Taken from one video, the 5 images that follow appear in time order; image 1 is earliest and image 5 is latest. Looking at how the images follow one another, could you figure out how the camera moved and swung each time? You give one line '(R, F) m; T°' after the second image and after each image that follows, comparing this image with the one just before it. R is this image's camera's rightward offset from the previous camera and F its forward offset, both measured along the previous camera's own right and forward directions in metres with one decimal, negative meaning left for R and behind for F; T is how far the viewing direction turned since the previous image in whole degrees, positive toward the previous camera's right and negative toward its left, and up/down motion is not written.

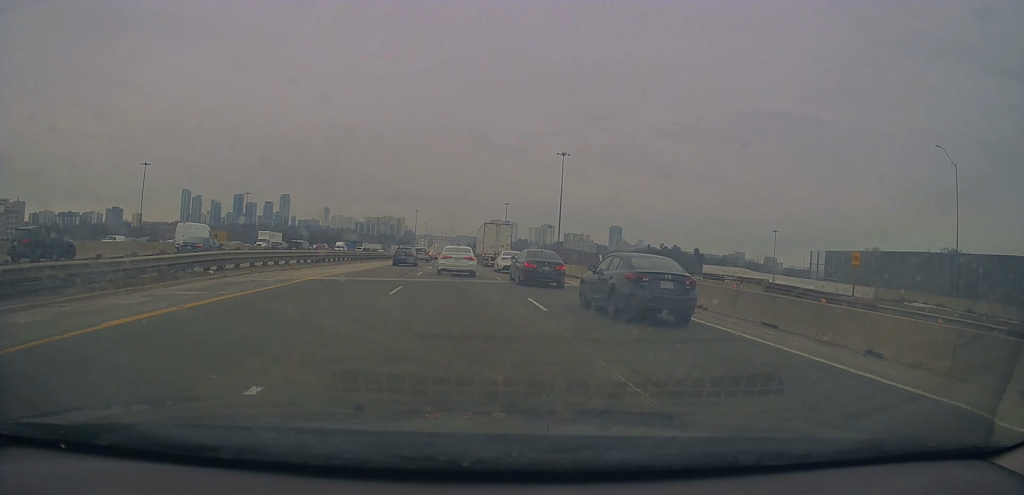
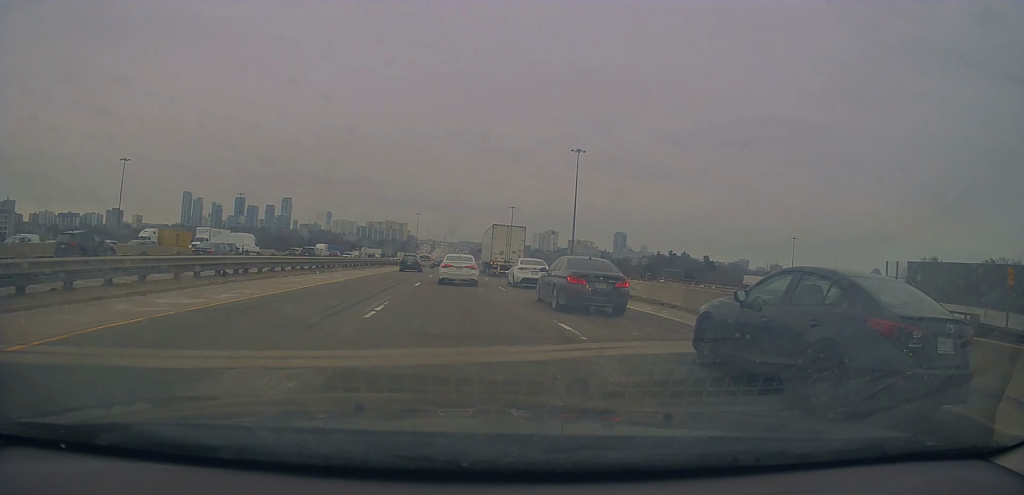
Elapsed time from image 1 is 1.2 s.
(-0.1, +16.3) m; 0°
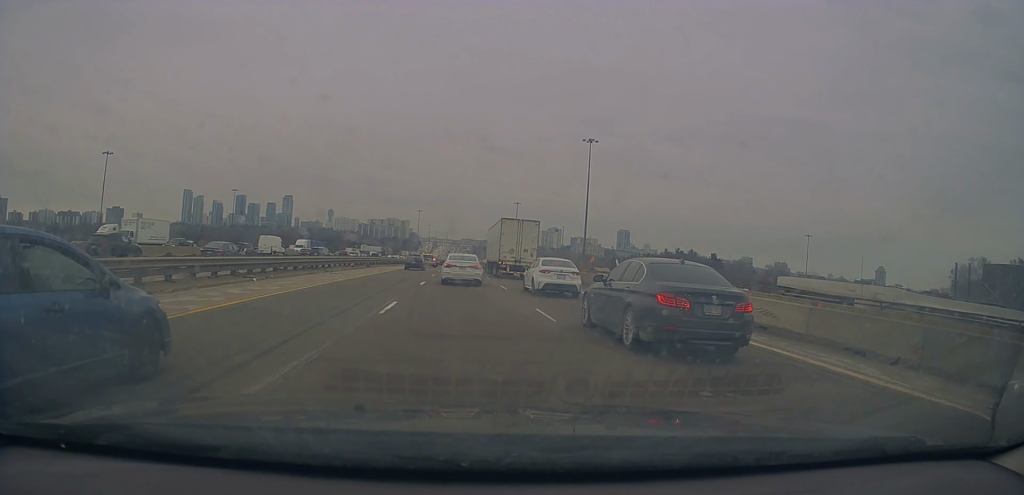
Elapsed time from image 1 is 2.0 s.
(0.0, +10.8) m; +2°
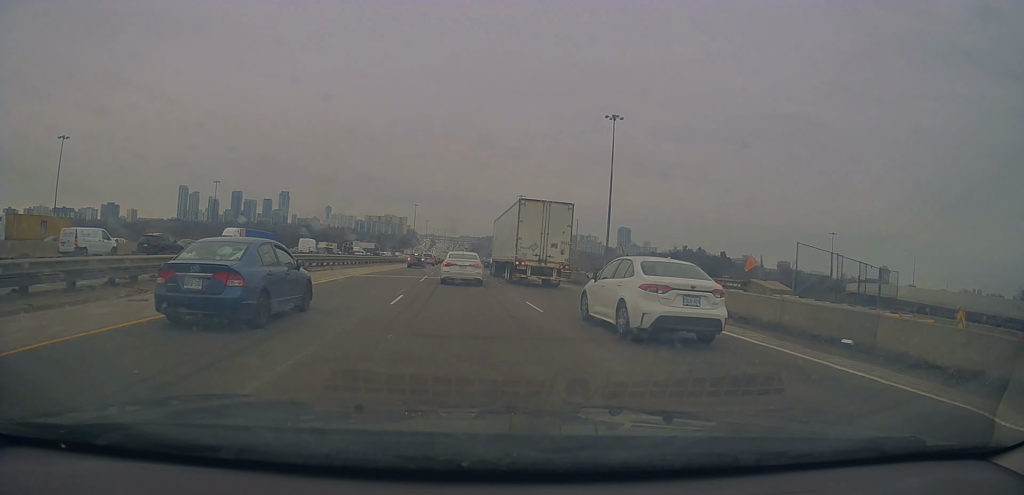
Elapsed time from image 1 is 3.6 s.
(+0.3, +22.0) m; -1°
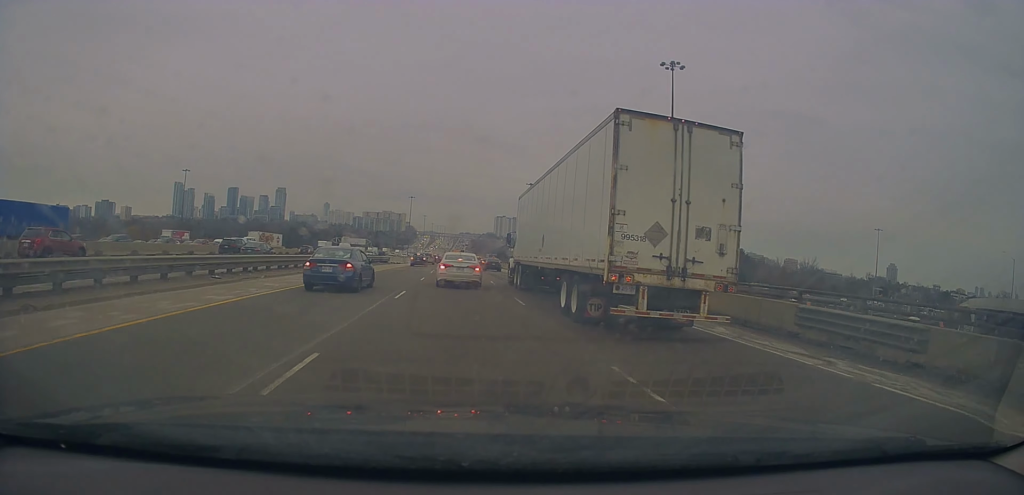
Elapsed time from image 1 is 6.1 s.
(-0.7, +33.7) m; -1°
